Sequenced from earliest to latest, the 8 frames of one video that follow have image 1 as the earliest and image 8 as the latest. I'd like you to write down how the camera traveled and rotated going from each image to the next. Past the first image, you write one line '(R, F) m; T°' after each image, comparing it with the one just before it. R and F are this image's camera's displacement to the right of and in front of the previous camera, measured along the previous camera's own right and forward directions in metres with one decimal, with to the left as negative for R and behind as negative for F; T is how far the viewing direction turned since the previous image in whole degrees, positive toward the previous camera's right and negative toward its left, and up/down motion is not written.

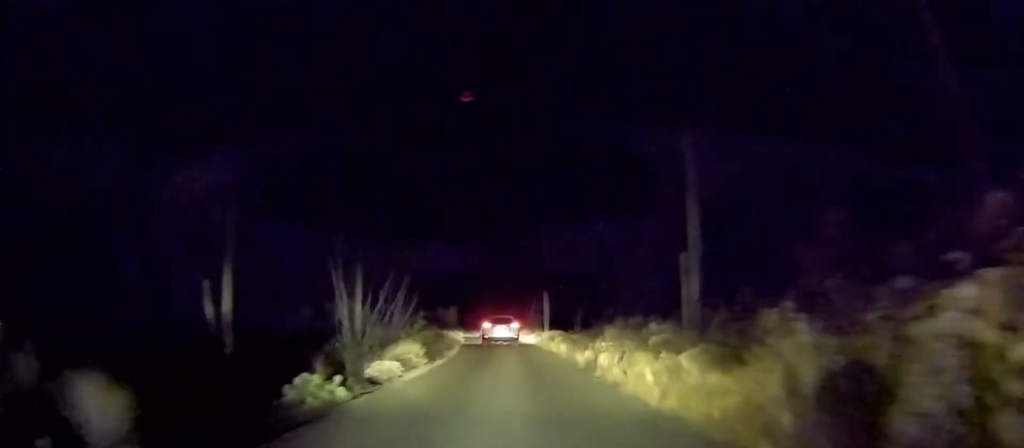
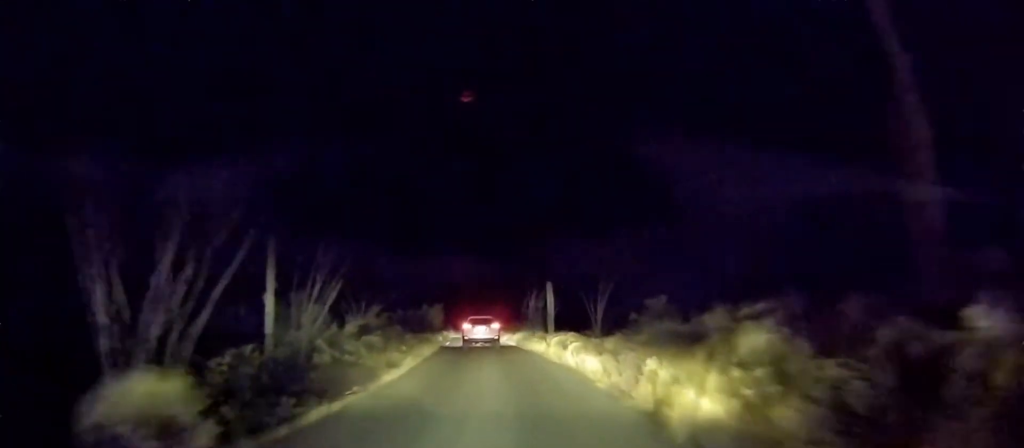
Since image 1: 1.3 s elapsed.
(0.0, +9.5) m; 0°
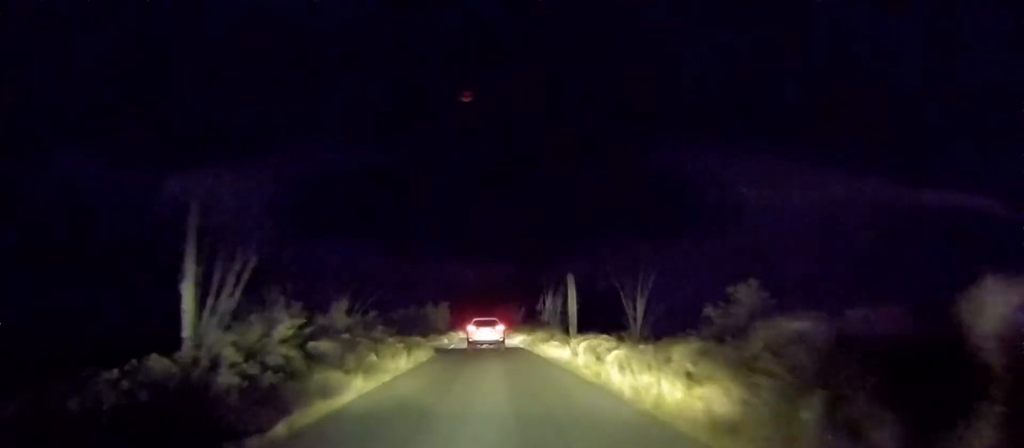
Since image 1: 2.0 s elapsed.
(0.0, +5.7) m; 0°
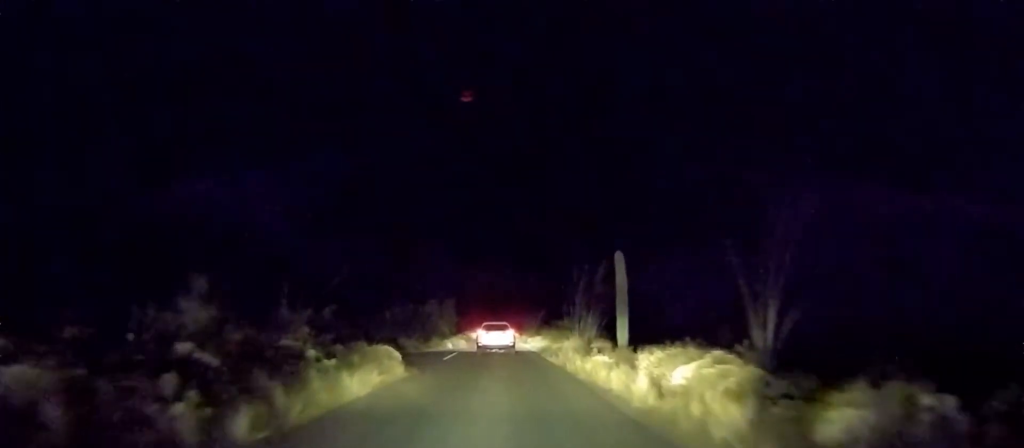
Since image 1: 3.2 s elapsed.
(0.0, +9.3) m; 0°
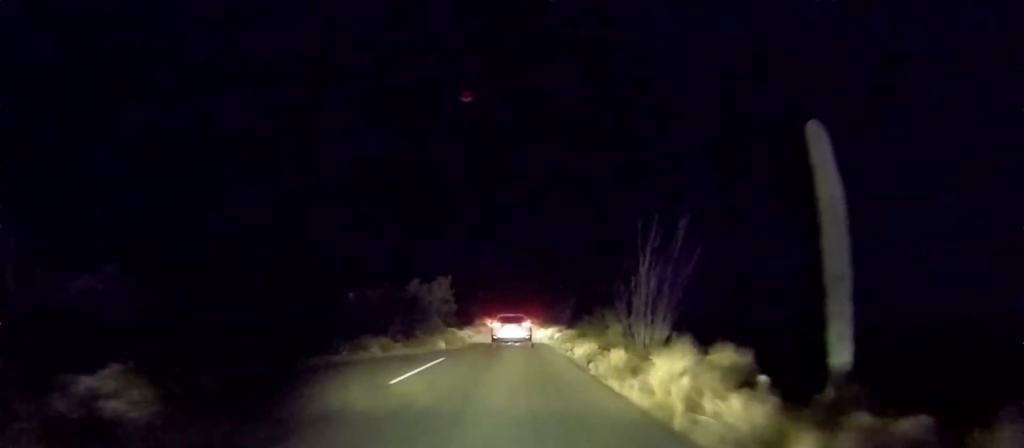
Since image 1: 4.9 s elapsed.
(0.0, +12.4) m; 0°
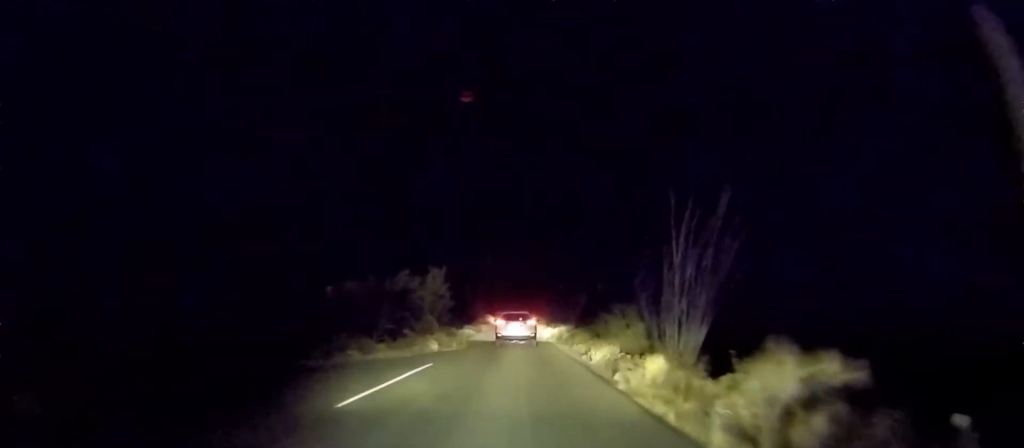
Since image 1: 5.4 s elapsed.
(0.0, +3.7) m; +1°
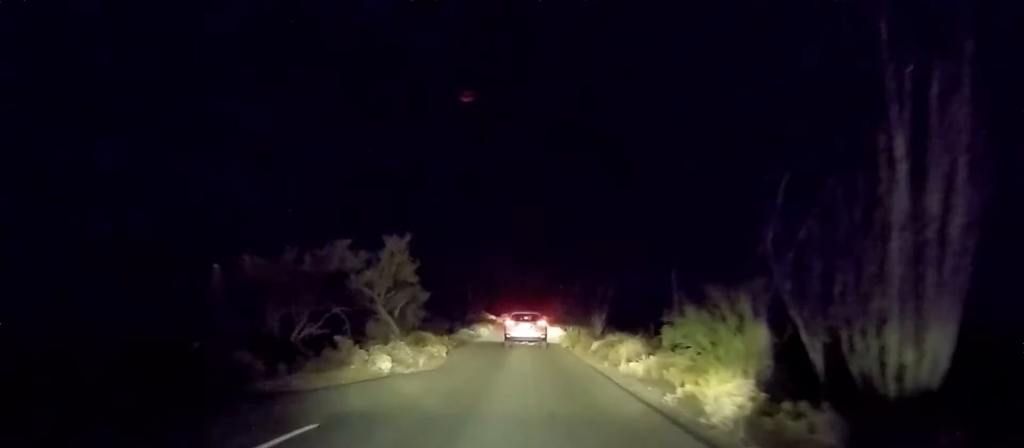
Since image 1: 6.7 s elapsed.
(+0.2, +9.6) m; -1°
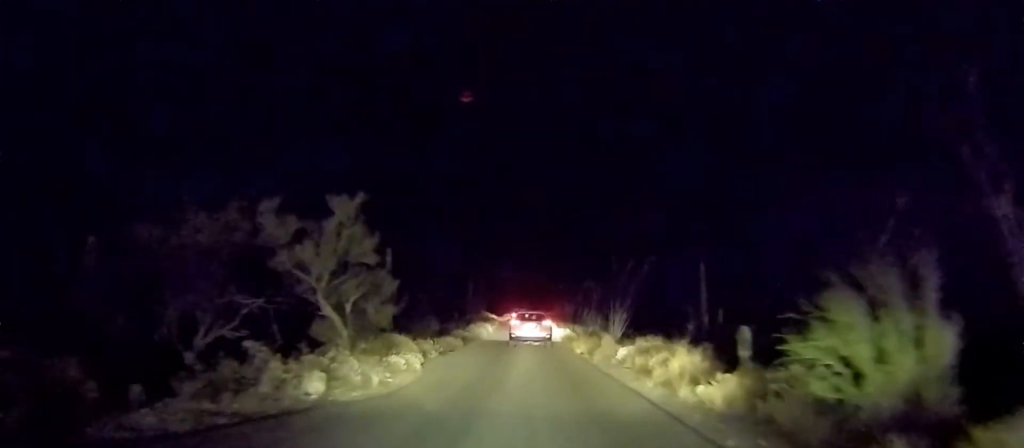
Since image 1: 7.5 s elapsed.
(-0.1, +5.1) m; -6°
